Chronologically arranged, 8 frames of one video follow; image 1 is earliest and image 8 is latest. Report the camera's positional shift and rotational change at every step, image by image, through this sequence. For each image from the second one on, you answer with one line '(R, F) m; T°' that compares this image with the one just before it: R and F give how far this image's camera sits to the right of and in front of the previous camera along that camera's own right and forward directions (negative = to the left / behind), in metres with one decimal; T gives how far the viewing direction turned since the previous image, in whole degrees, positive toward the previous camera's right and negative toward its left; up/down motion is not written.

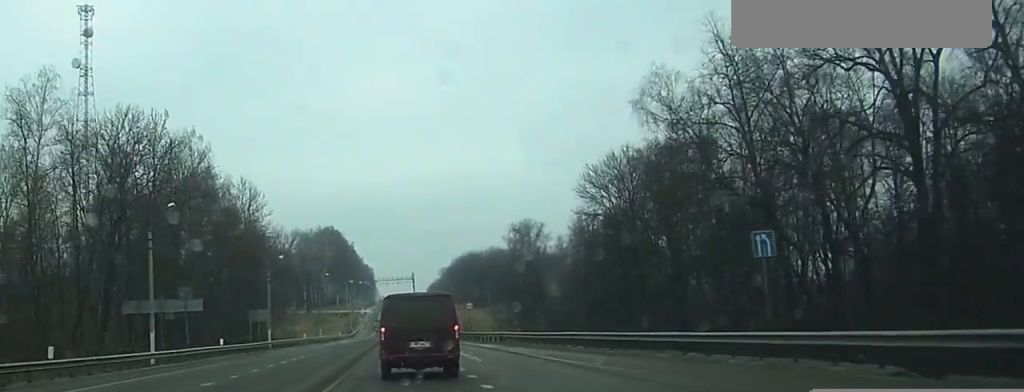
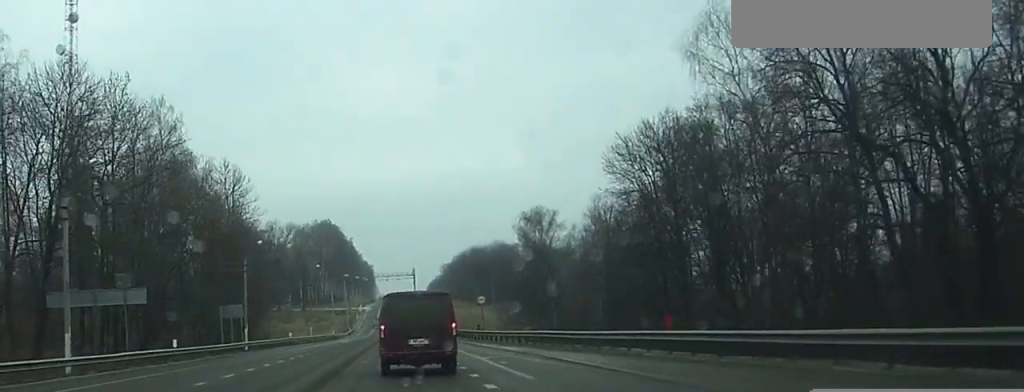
(0.0, +12.6) m; 0°
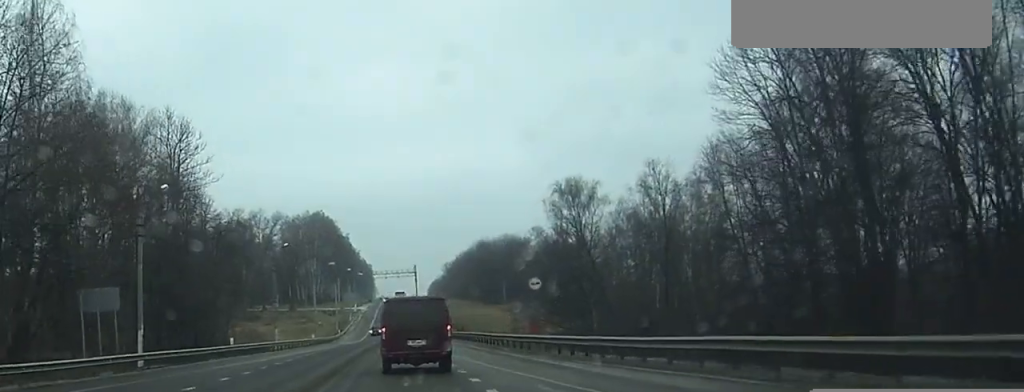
(-0.3, +28.9) m; 0°
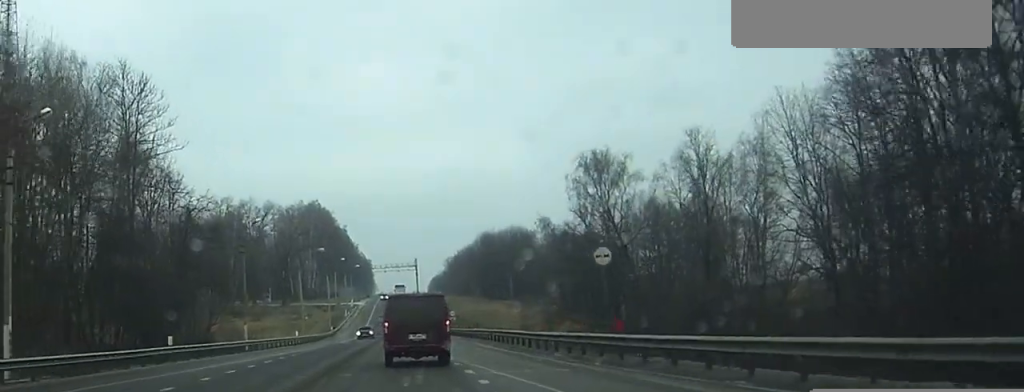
(+0.2, +14.7) m; +1°
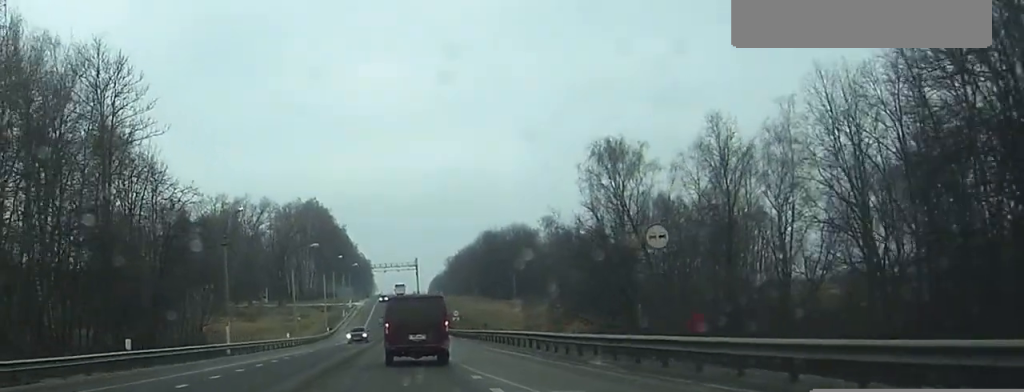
(0.0, +6.4) m; 0°
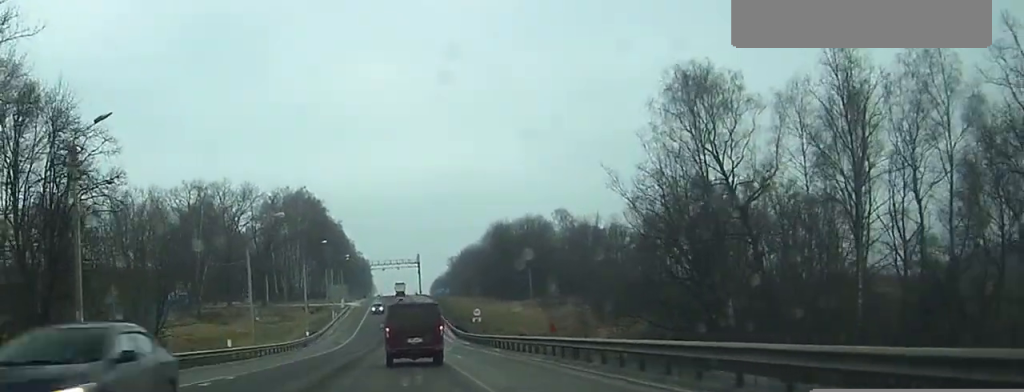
(+0.1, +25.4) m; 0°
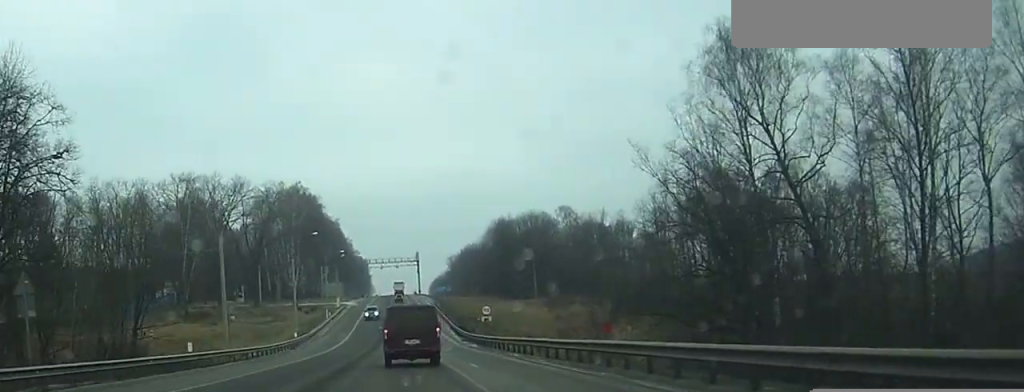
(0.0, +8.9) m; 0°
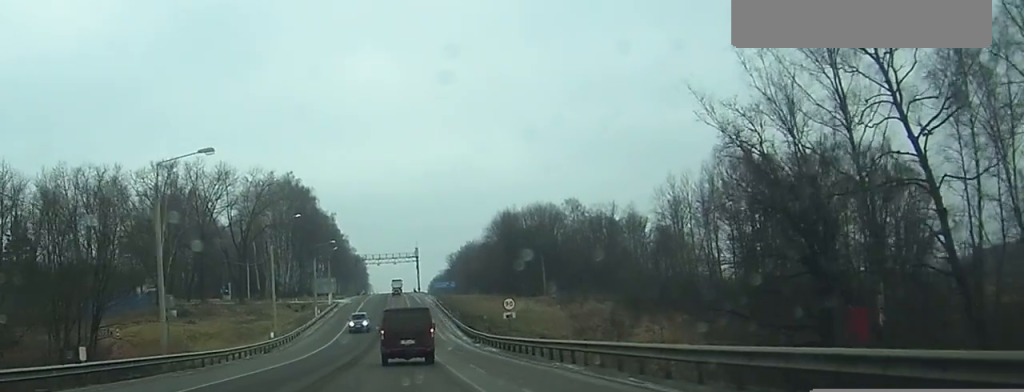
(0.0, +13.6) m; 0°
